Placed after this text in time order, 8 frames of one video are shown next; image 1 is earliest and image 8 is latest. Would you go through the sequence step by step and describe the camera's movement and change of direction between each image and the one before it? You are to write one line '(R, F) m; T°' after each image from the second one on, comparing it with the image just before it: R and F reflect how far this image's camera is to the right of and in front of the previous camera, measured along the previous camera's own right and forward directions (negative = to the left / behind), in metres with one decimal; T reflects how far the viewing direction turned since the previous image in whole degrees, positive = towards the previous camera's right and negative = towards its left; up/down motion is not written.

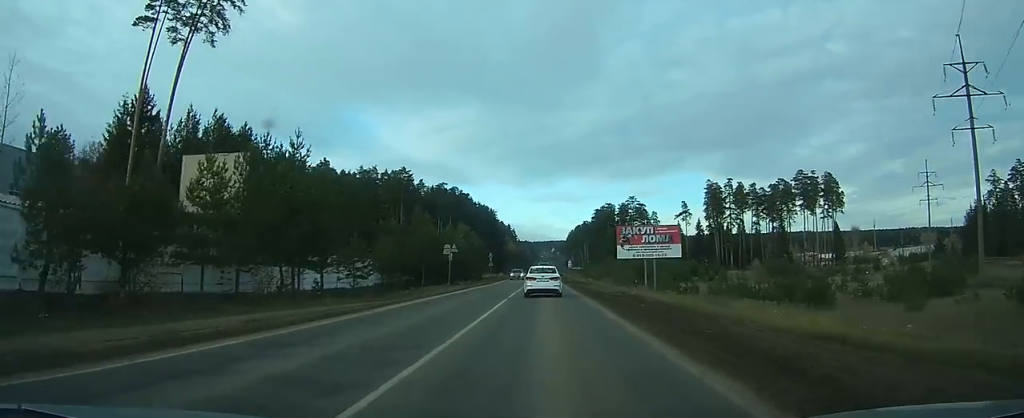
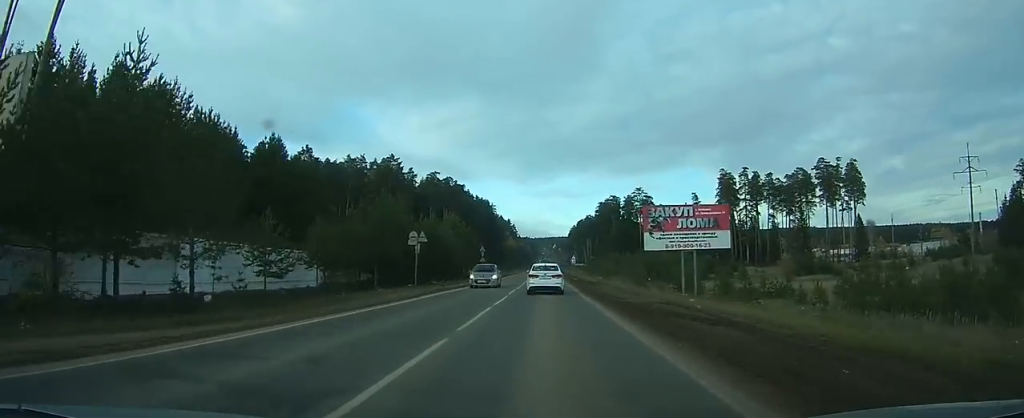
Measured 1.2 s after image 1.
(-0.1, +13.8) m; 0°
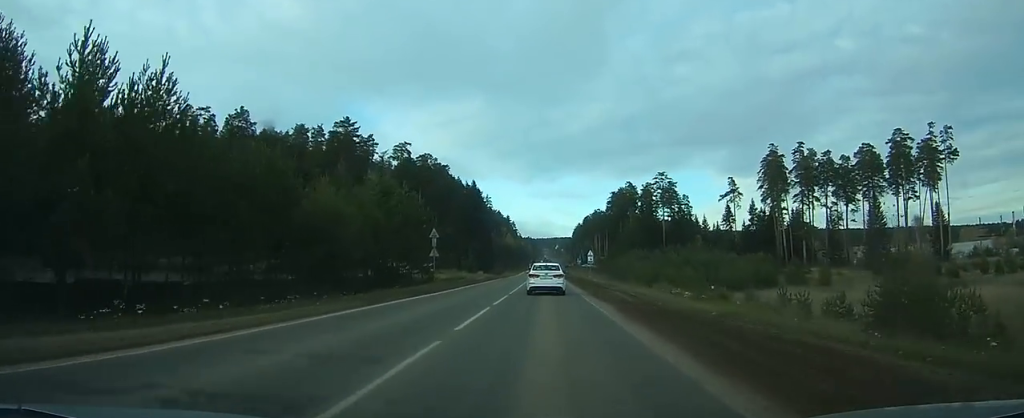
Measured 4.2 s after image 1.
(-0.2, +37.6) m; 0°
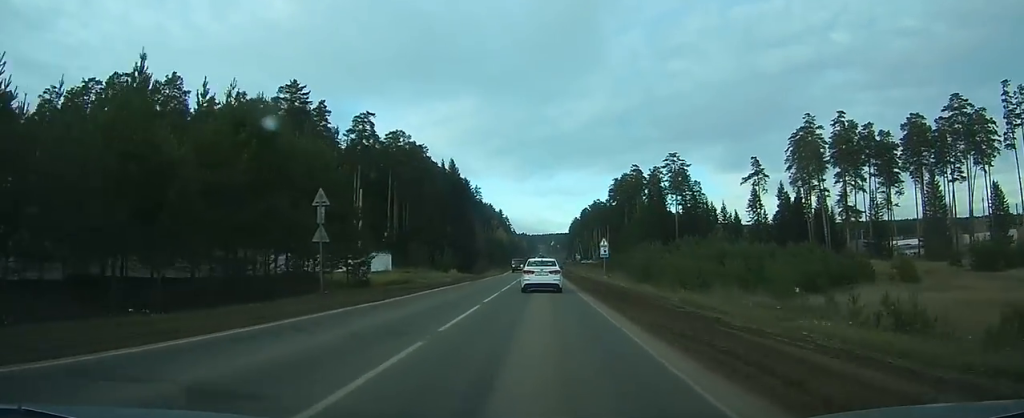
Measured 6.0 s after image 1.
(0.0, +24.1) m; 0°
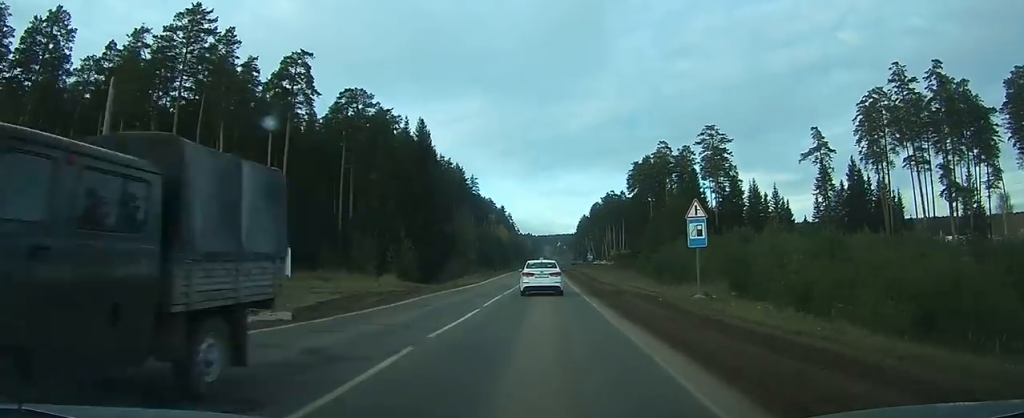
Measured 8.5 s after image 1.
(+0.2, +33.9) m; 0°
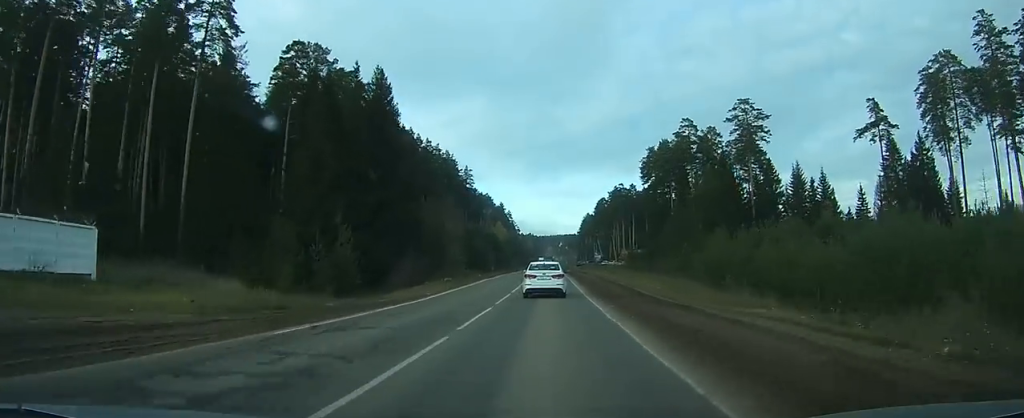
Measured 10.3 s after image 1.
(0.0, +22.7) m; 0°
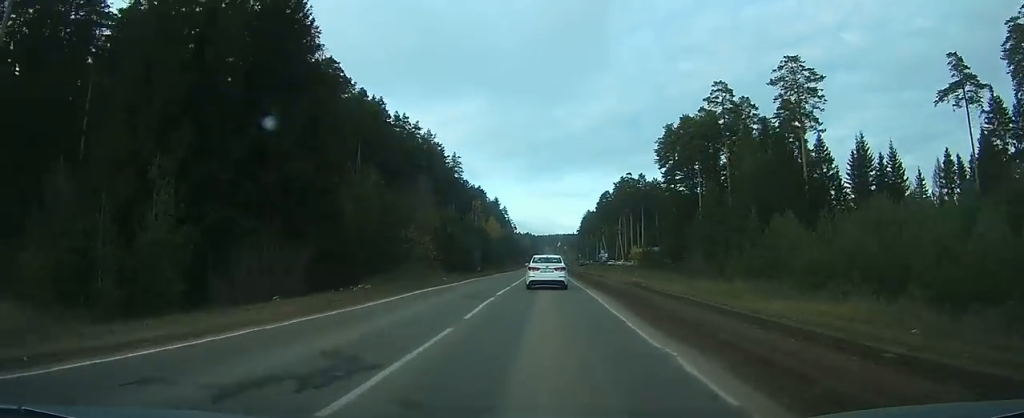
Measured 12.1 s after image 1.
(-0.1, +24.0) m; 0°
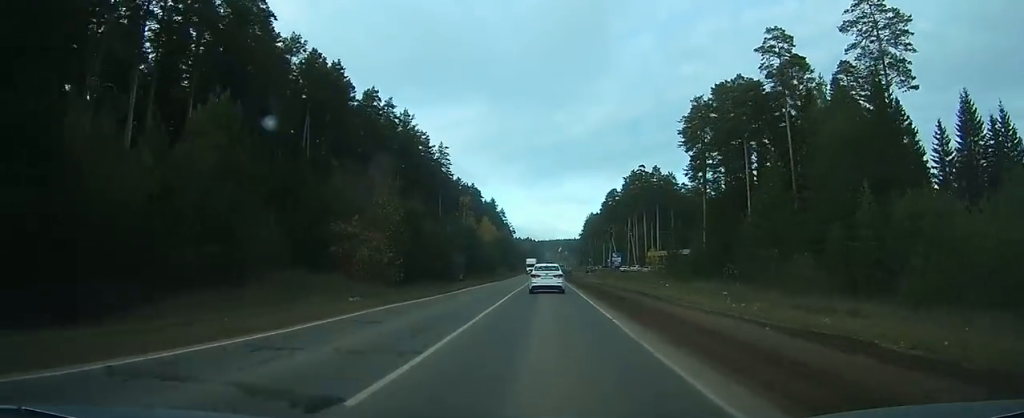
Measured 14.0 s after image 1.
(+0.1, +24.1) m; 0°
